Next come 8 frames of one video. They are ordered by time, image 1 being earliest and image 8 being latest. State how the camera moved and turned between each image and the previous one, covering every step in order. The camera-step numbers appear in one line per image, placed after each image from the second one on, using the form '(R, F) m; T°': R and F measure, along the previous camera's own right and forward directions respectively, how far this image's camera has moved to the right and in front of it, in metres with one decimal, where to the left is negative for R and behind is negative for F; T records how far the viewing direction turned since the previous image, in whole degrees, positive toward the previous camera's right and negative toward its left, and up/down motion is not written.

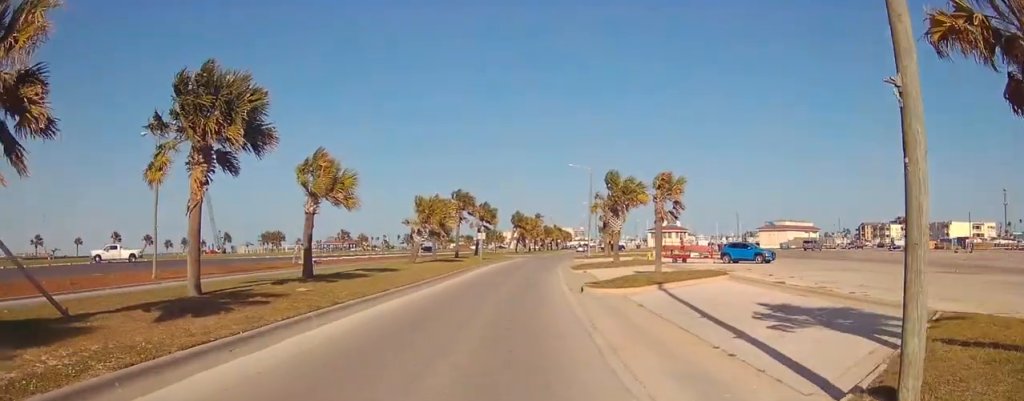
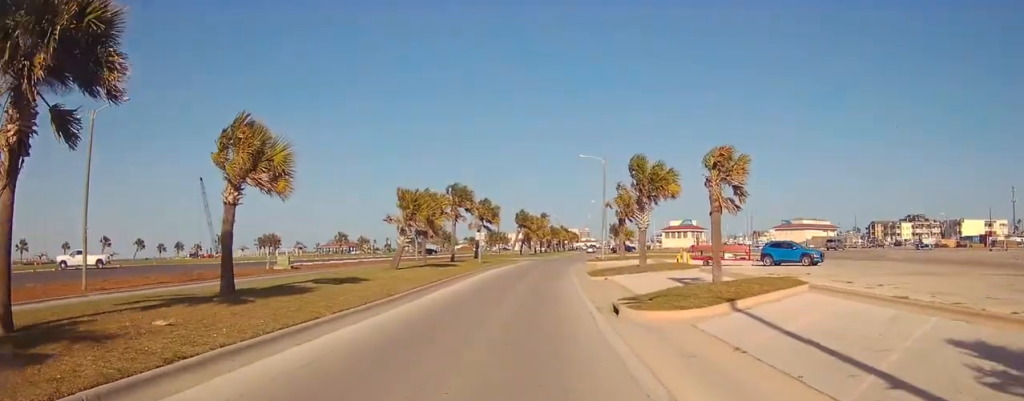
(0.0, +7.5) m; 0°
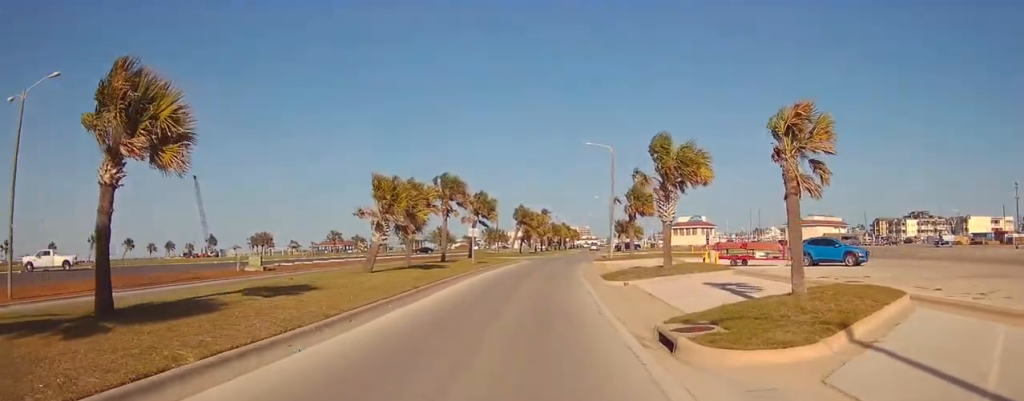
(0.0, +6.0) m; 0°
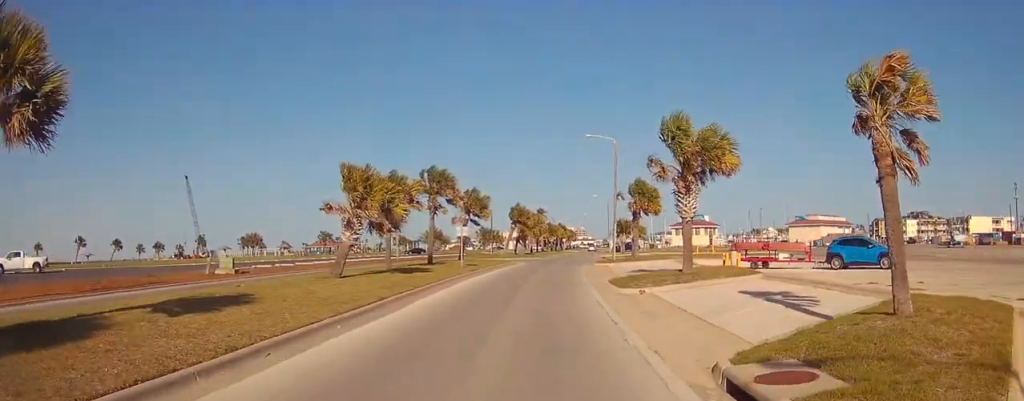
(0.0, +4.3) m; +1°
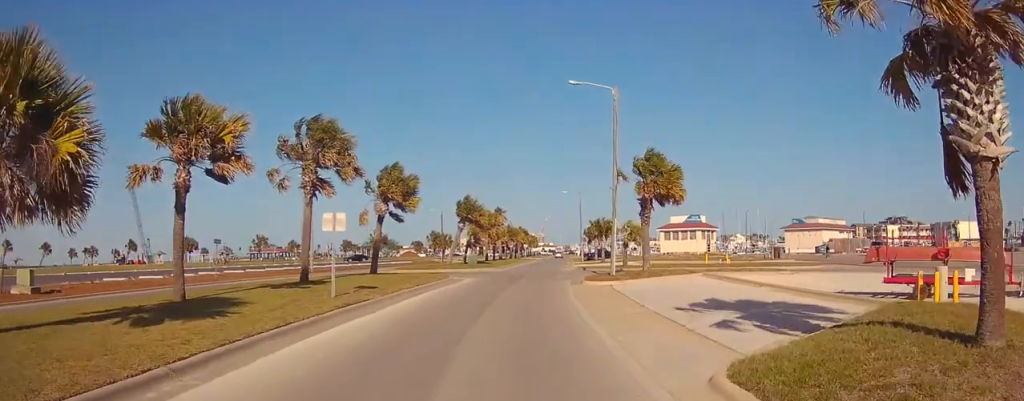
(+0.5, +17.9) m; +2°
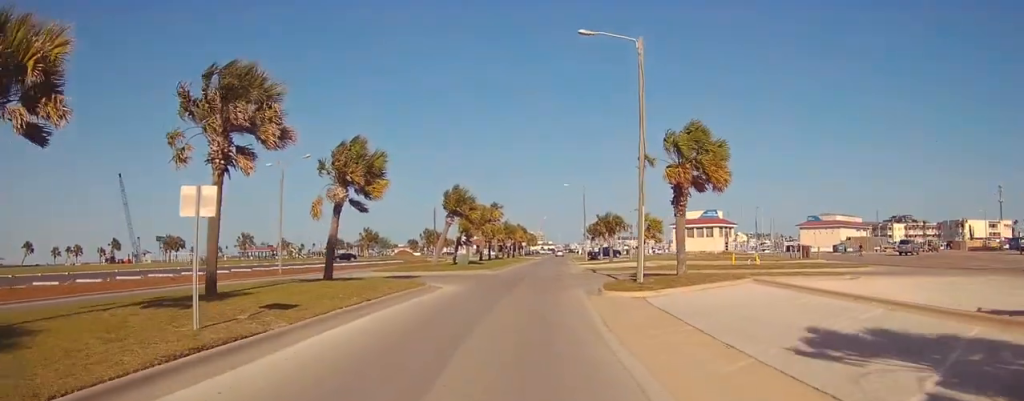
(0.0, +7.4) m; -1°
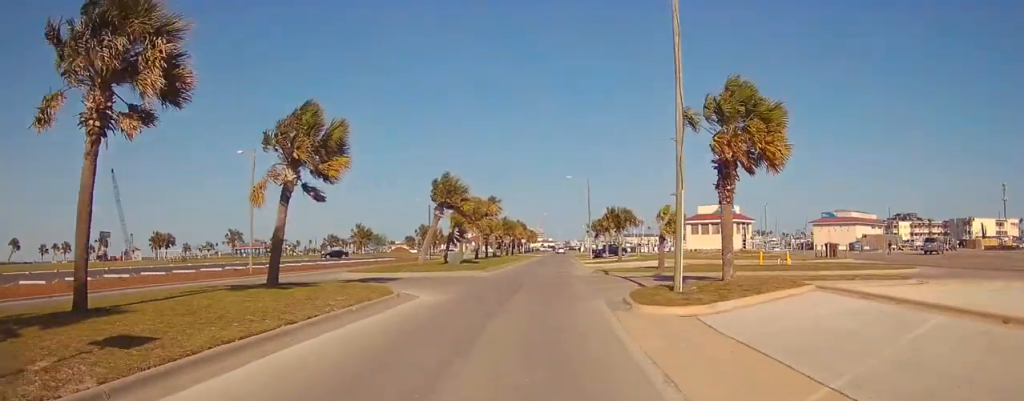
(0.0, +5.7) m; -2°
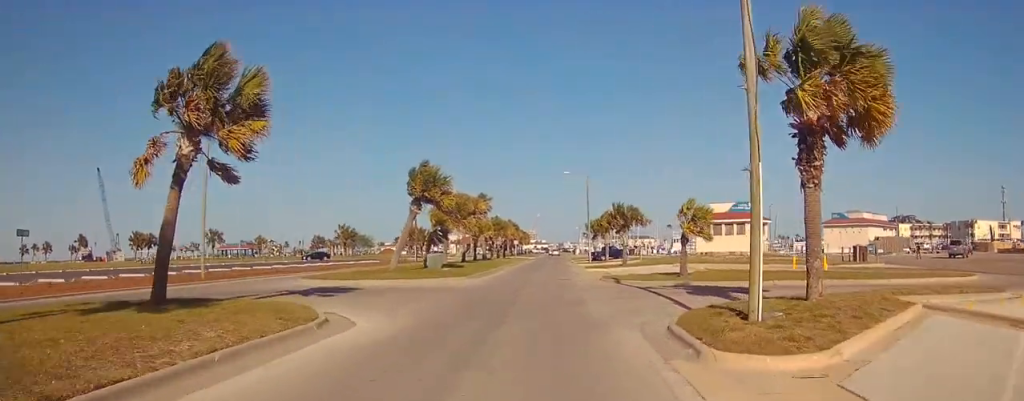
(0.0, +6.3) m; -3°
